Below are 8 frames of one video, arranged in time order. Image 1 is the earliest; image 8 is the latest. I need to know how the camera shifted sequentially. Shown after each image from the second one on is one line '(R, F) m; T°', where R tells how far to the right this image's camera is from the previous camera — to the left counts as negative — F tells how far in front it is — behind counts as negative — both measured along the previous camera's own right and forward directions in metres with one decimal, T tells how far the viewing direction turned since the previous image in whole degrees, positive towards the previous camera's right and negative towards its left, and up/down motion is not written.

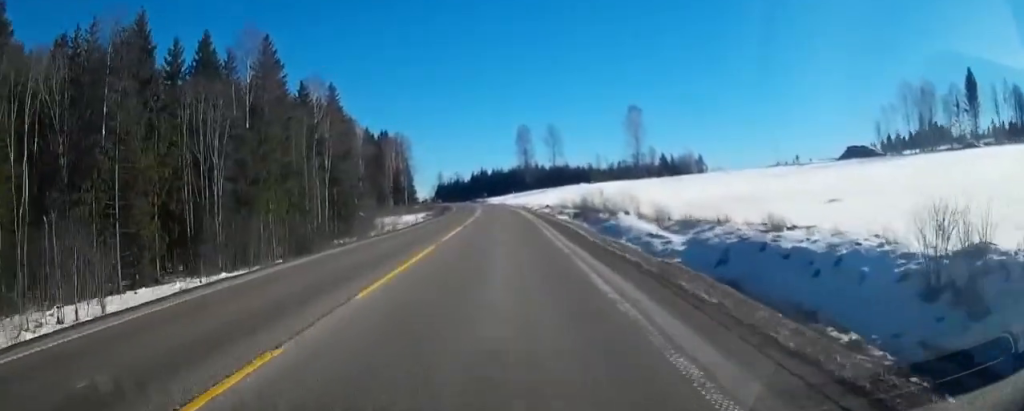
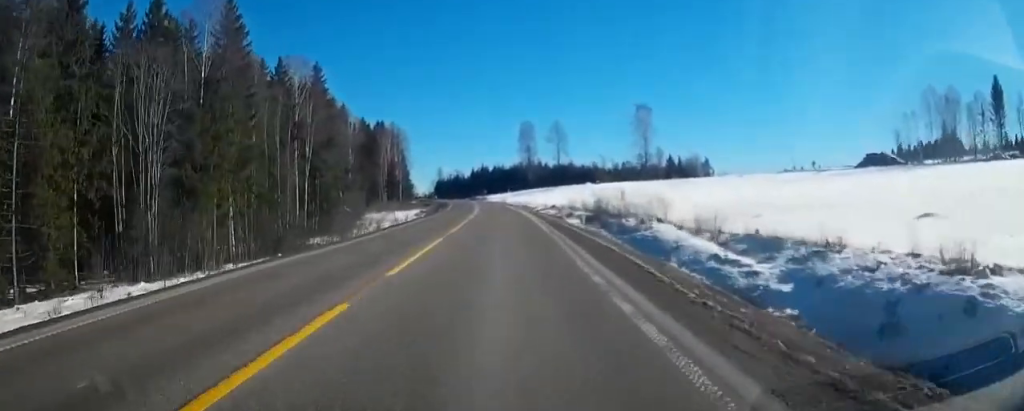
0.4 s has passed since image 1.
(0.0, +9.9) m; 0°
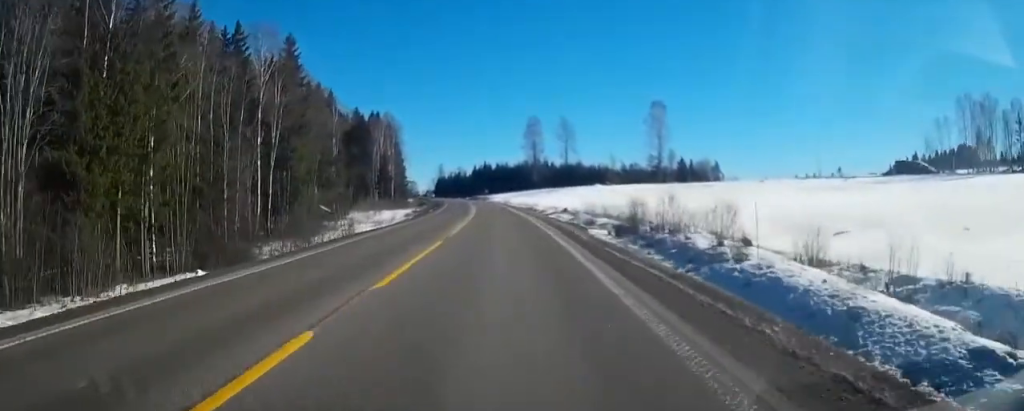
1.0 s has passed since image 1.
(+0.1, +13.6) m; -1°
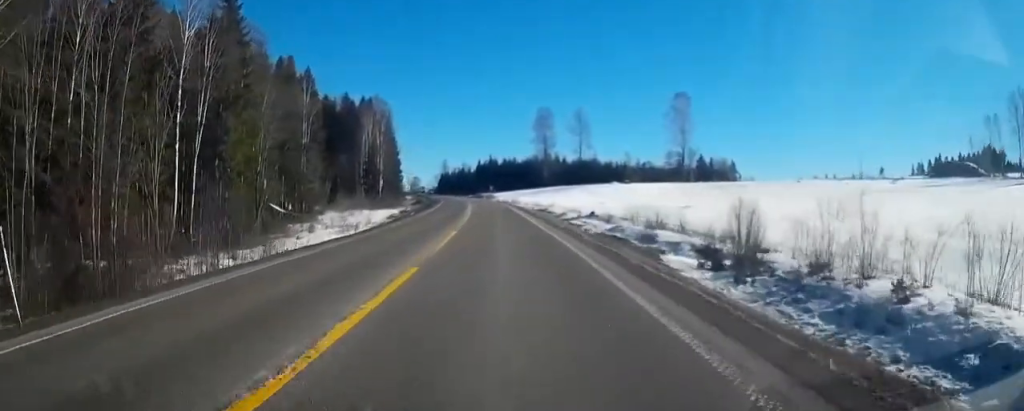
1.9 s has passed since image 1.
(-0.3, +18.8) m; -2°
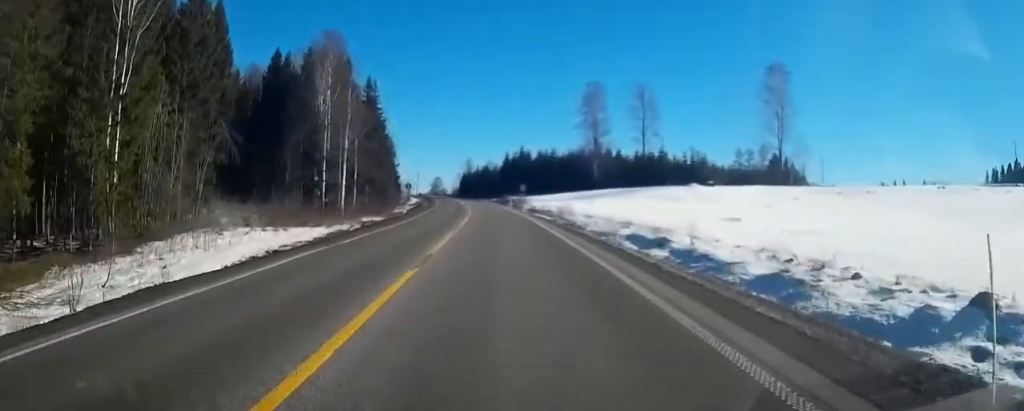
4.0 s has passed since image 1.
(-0.9, +47.9) m; -2°
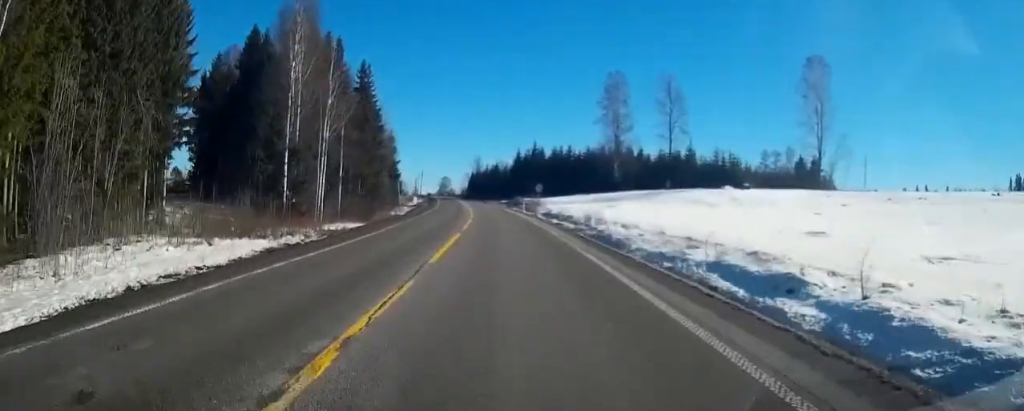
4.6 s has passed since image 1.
(-0.1, +13.5) m; -1°
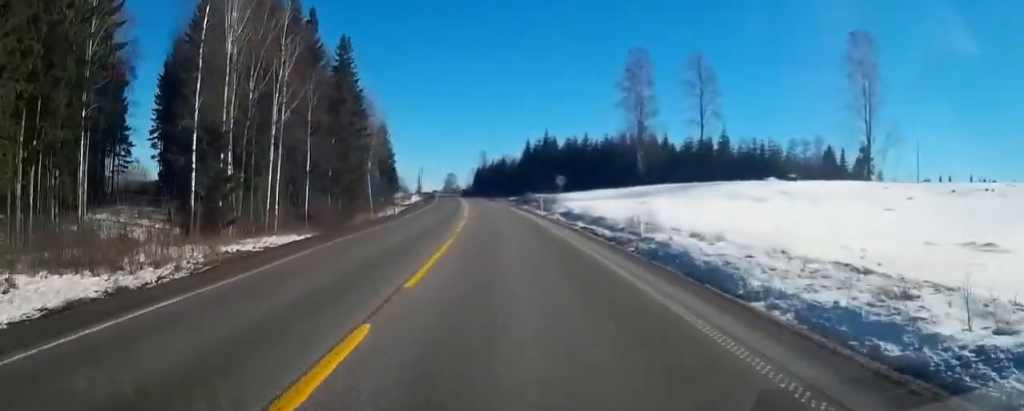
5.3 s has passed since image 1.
(-0.2, +15.7) m; -2°
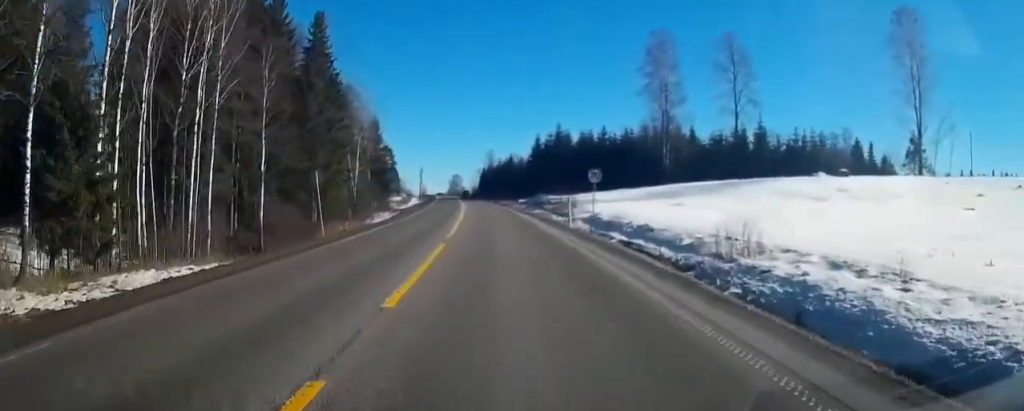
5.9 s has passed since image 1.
(-0.3, +13.4) m; -1°
